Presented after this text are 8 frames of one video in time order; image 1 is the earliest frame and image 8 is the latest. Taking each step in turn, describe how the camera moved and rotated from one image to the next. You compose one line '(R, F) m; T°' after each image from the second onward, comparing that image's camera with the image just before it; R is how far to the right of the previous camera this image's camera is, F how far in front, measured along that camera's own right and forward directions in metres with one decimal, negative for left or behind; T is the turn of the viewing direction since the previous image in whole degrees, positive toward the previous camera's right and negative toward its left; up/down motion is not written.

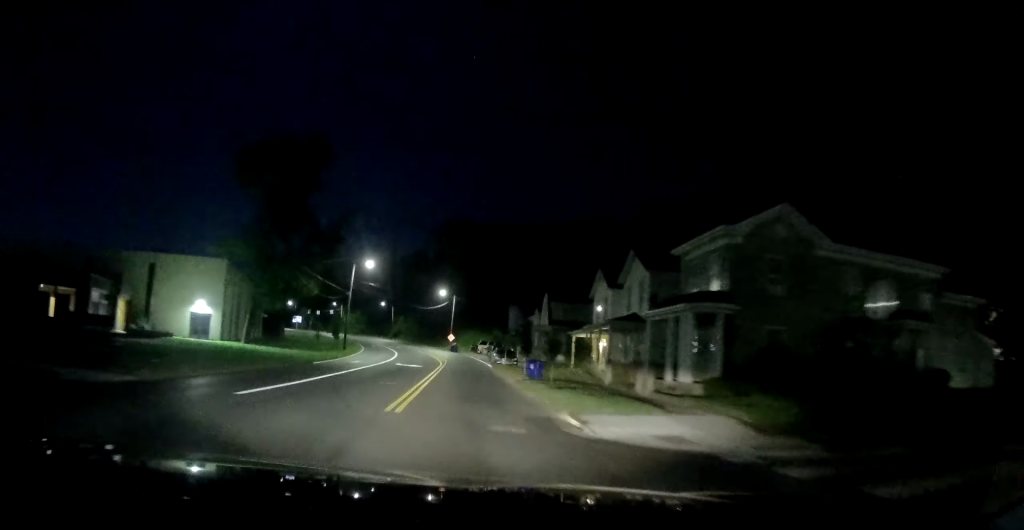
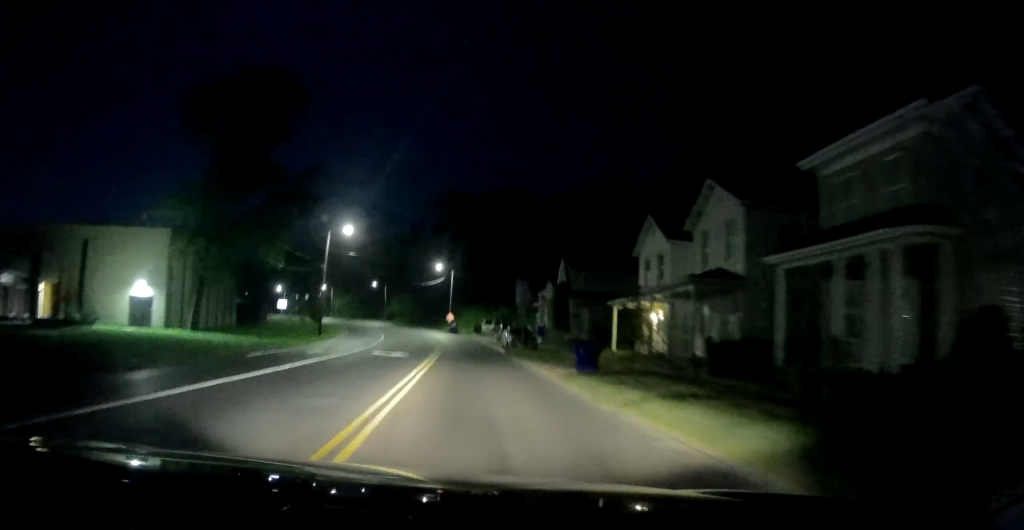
(+0.2, +11.4) m; 0°
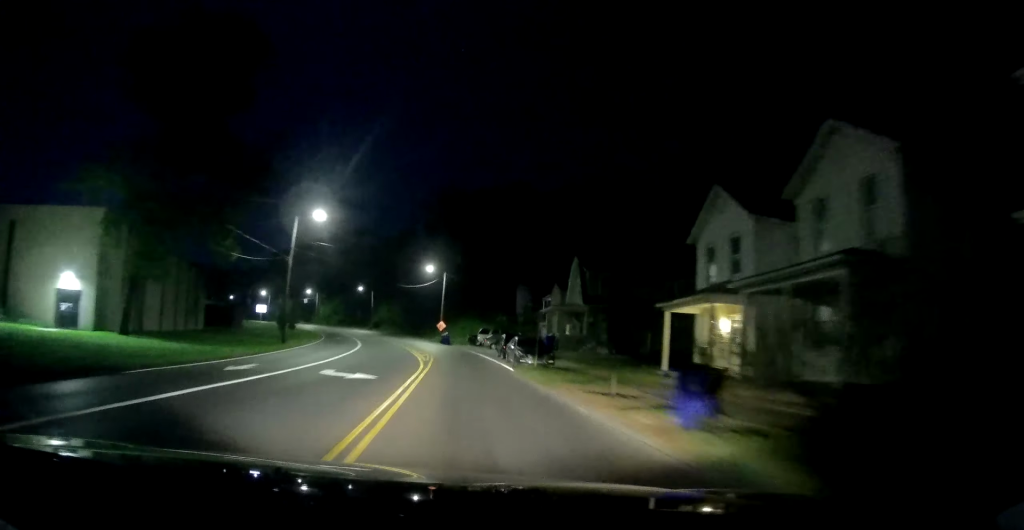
(+0.1, +9.1) m; 0°
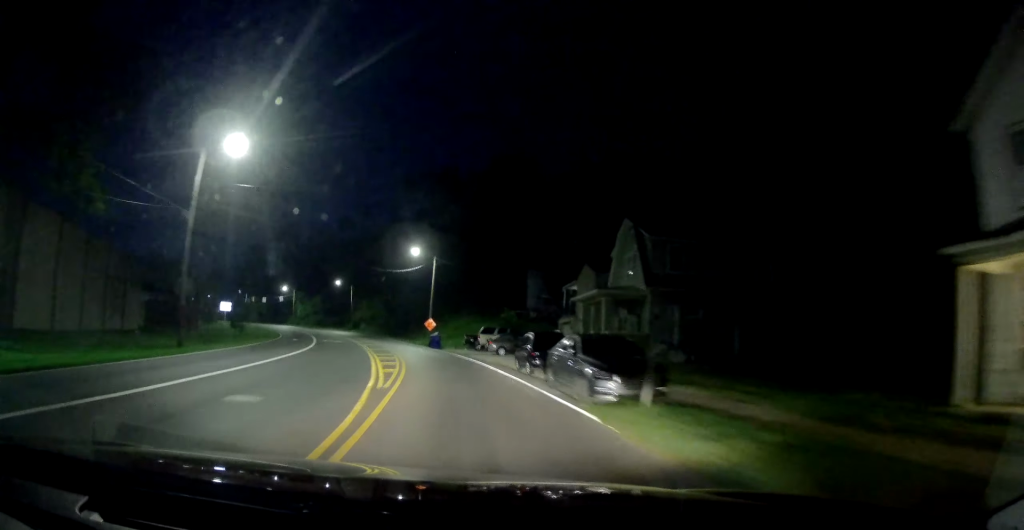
(-0.3, +16.3) m; 0°
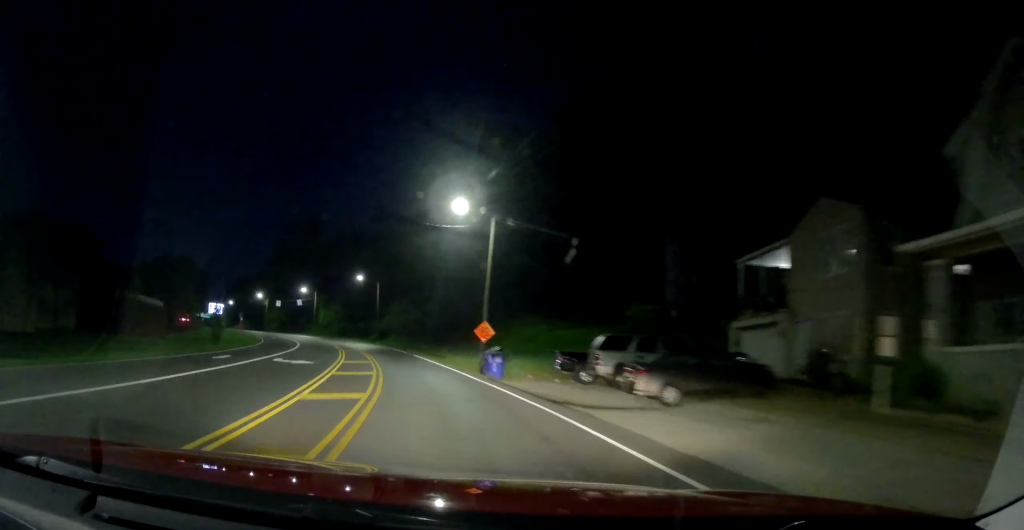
(-0.5, +23.7) m; -3°
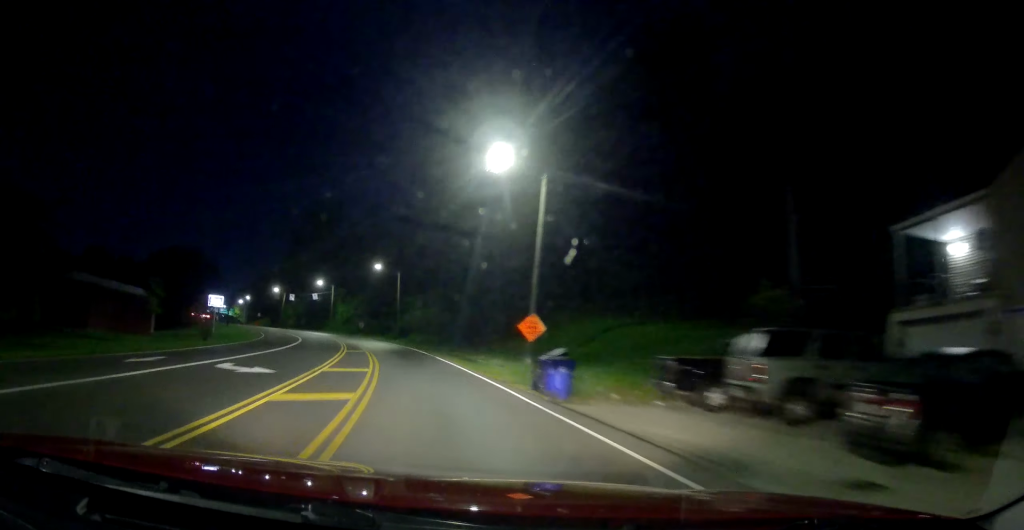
(-0.3, +8.9) m; -1°
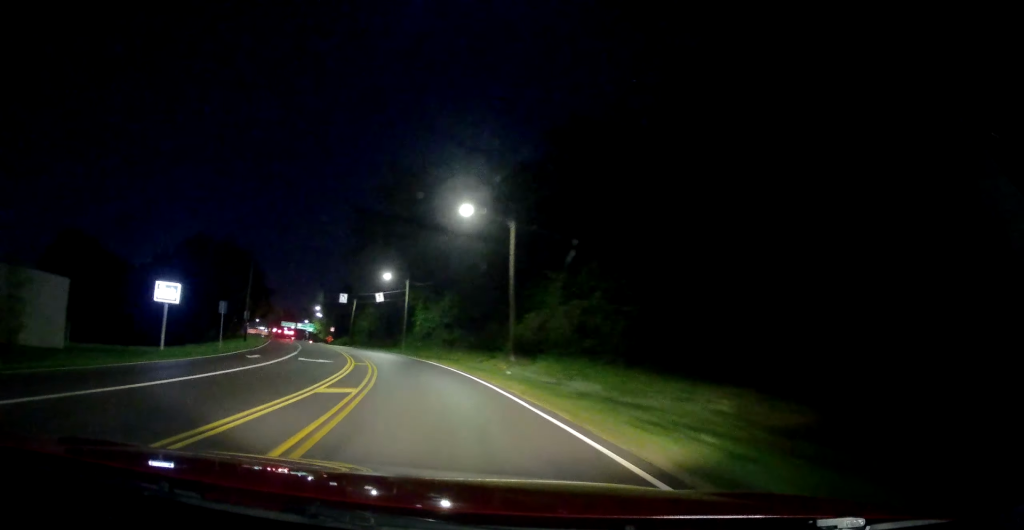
(-1.0, +33.7) m; -9°
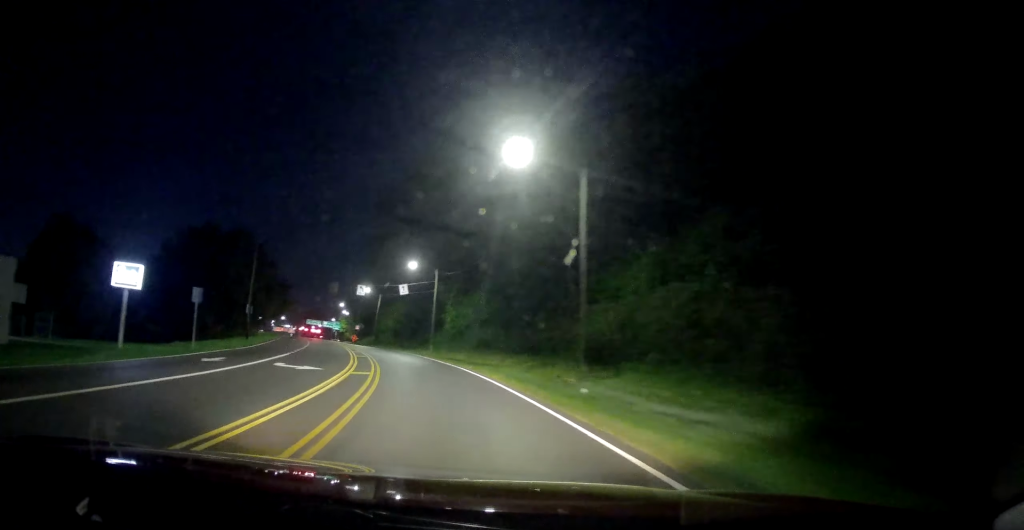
(-0.6, +9.1) m; -5°
